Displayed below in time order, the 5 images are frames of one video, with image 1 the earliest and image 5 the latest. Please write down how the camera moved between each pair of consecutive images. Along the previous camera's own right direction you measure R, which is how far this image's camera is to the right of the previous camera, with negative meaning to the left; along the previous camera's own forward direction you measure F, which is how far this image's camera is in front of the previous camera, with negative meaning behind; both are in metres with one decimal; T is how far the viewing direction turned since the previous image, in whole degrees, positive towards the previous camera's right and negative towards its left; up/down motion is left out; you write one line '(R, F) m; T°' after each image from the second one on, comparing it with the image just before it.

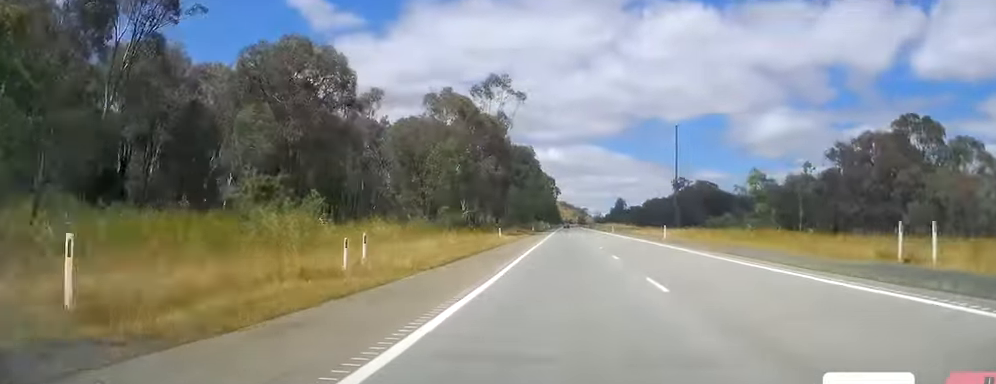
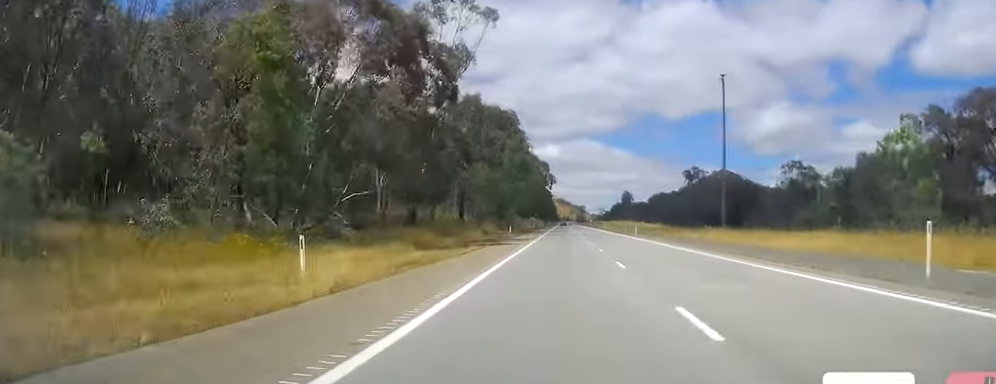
(0.0, +41.9) m; 0°
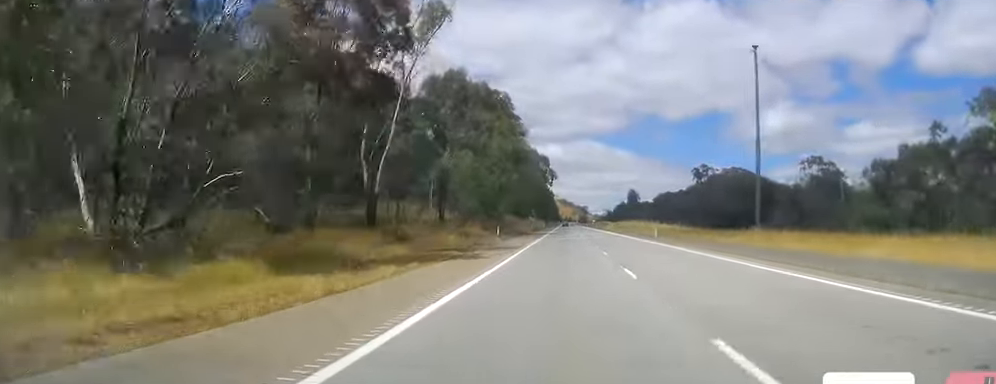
(+0.1, +15.3) m; 0°
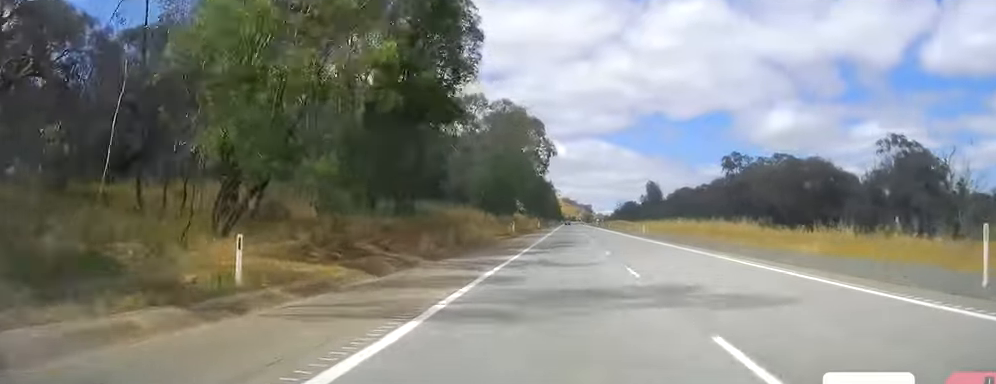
(+0.4, +47.7) m; 0°
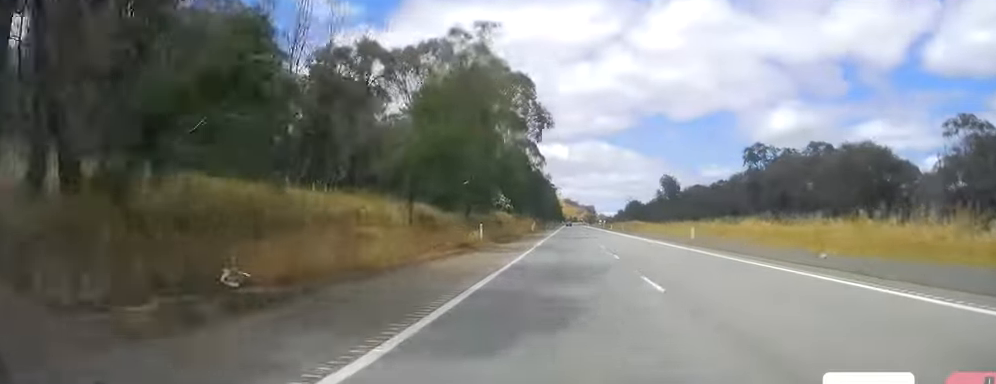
(-0.3, +27.7) m; -1°
